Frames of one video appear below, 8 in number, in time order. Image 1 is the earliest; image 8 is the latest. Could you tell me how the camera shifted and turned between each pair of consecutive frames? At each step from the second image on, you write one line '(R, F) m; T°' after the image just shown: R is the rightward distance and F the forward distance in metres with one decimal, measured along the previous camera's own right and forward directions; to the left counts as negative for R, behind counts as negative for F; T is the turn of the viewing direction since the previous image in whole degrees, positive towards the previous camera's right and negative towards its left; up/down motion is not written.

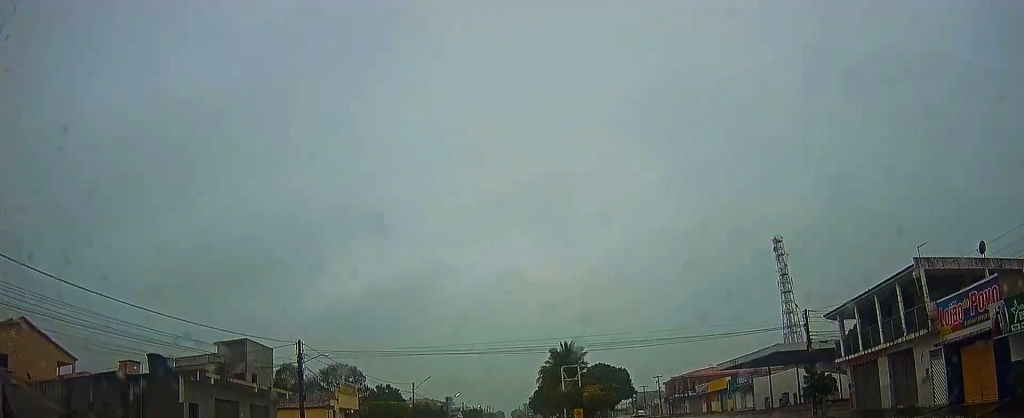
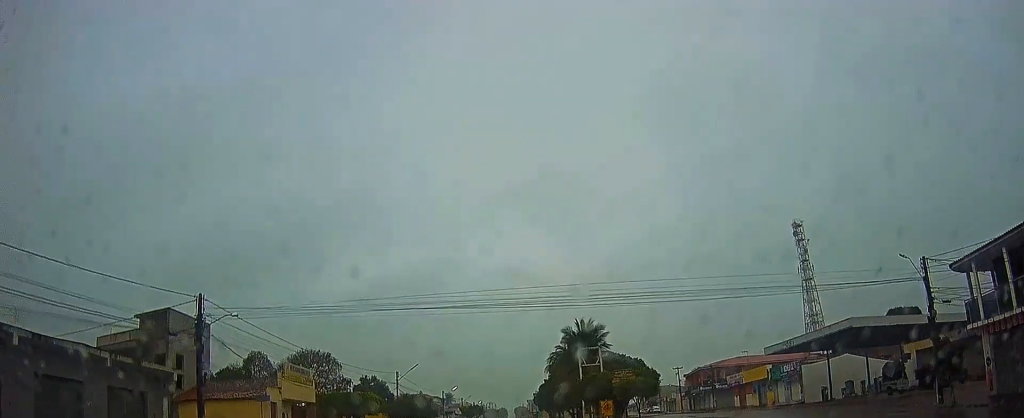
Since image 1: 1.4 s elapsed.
(0.0, +8.4) m; -1°
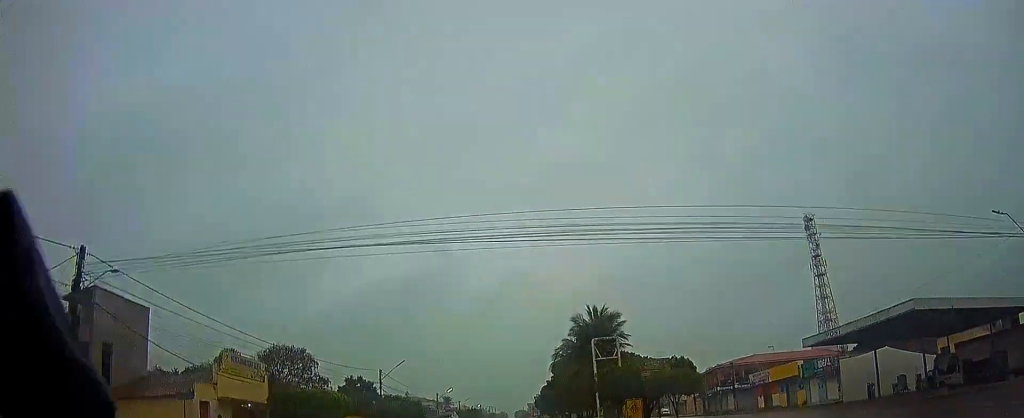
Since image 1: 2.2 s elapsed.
(+0.1, +6.5) m; 0°
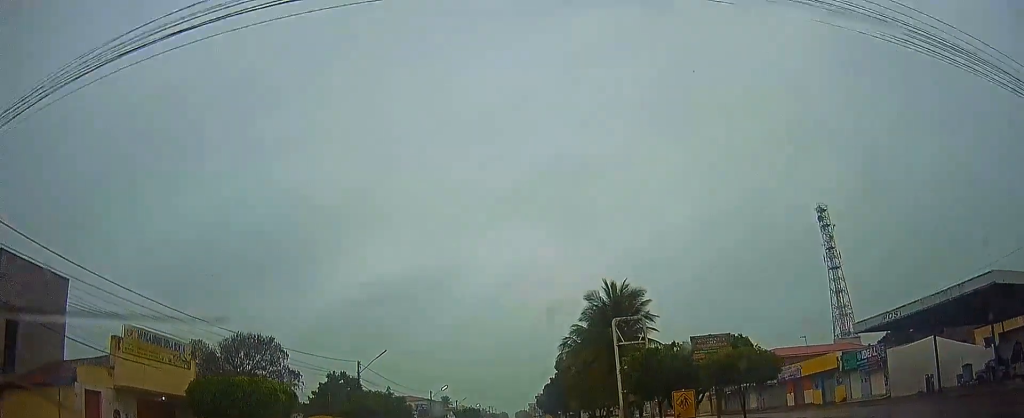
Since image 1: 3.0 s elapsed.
(0.0, +6.6) m; +1°
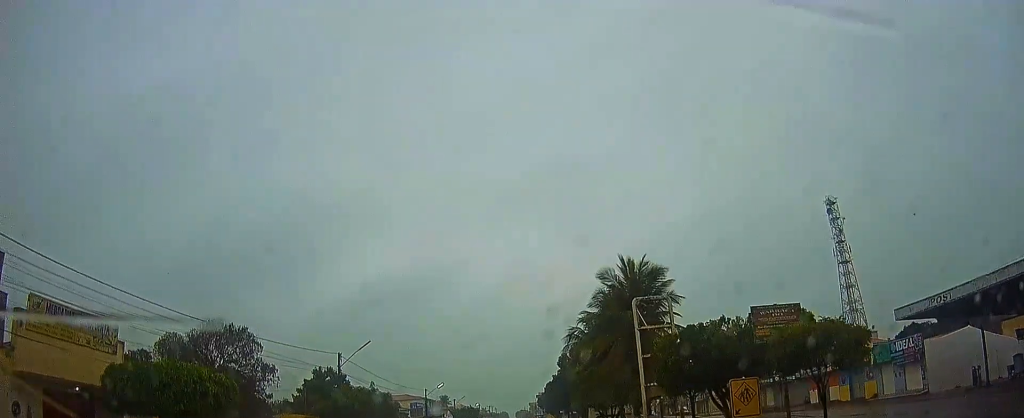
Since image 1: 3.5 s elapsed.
(0.0, +4.4) m; 0°
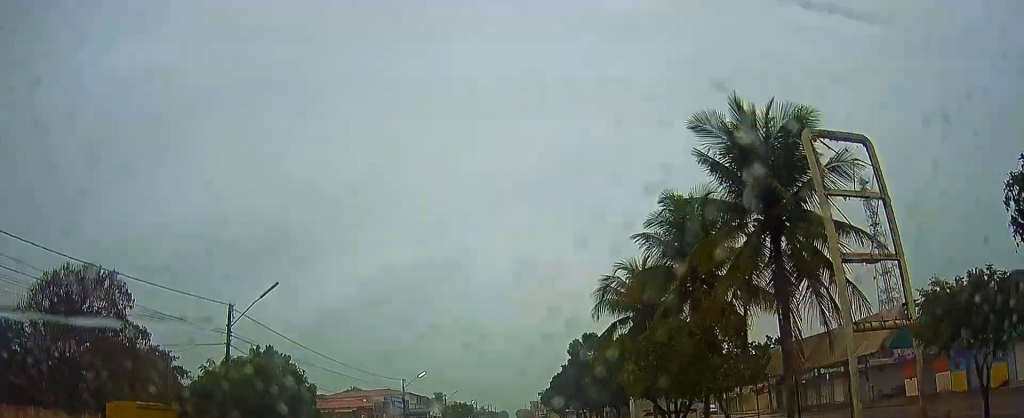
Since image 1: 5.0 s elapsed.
(-0.2, +14.6) m; -2°
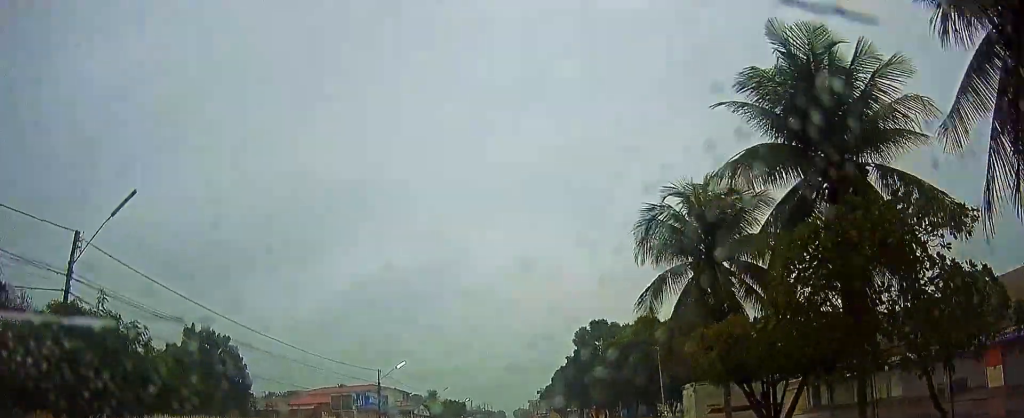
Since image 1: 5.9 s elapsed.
(0.0, +9.7) m; +1°
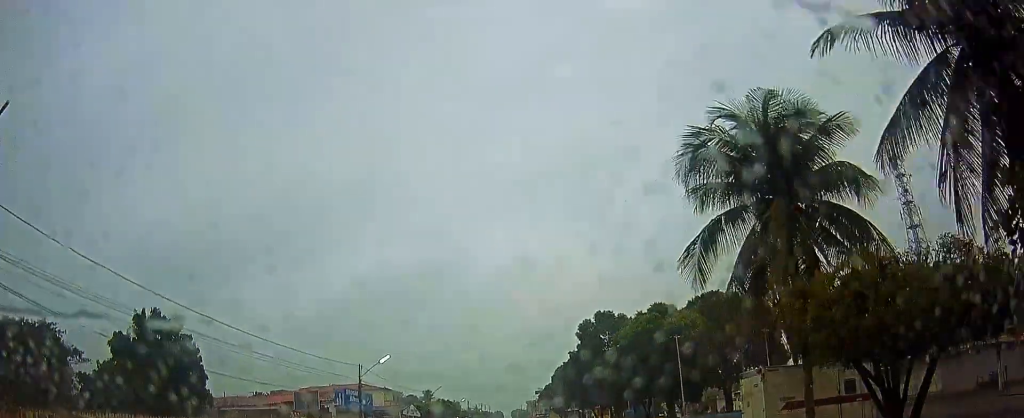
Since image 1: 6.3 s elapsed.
(+0.1, +5.4) m; +1°
